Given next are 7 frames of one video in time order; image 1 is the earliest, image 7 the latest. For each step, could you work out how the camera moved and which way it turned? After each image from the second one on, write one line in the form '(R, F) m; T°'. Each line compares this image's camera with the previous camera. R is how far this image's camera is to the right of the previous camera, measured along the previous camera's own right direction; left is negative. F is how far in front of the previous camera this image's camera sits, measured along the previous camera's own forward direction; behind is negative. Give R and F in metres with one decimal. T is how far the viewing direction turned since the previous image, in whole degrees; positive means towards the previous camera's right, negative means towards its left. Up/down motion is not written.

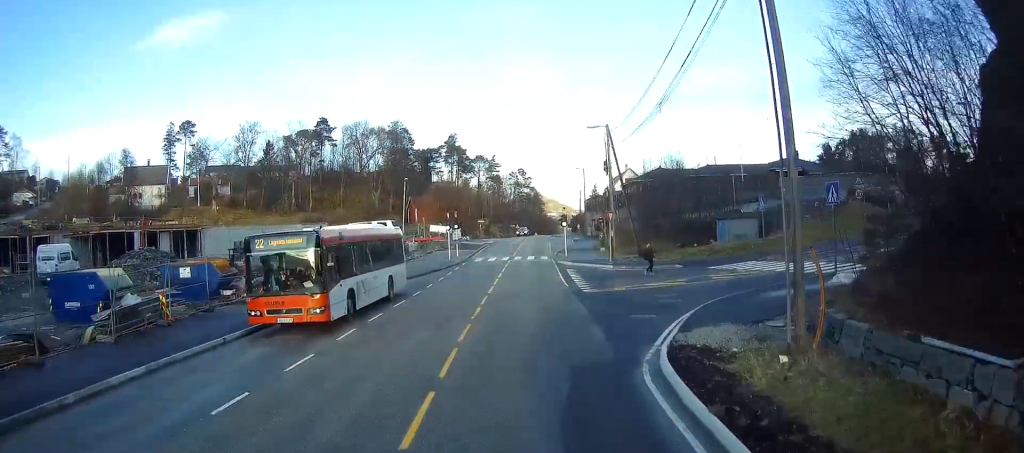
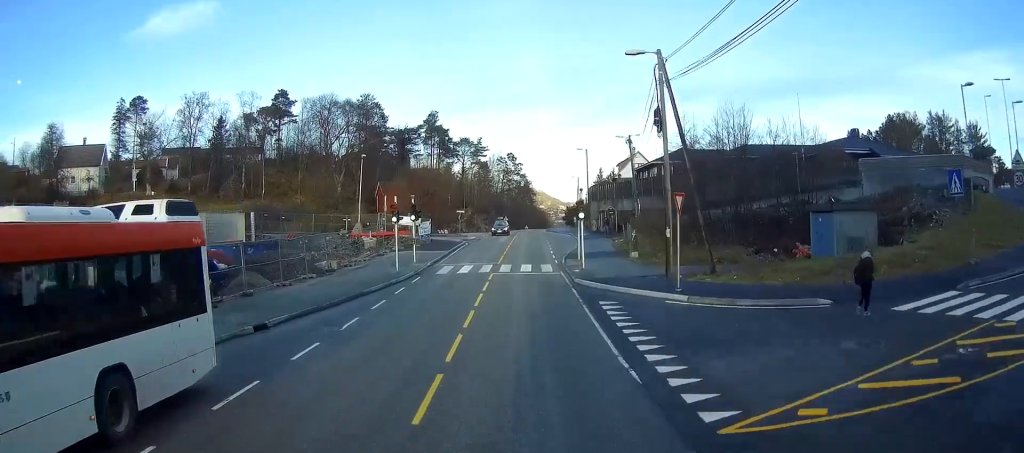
(+0.1, +19.5) m; +2°
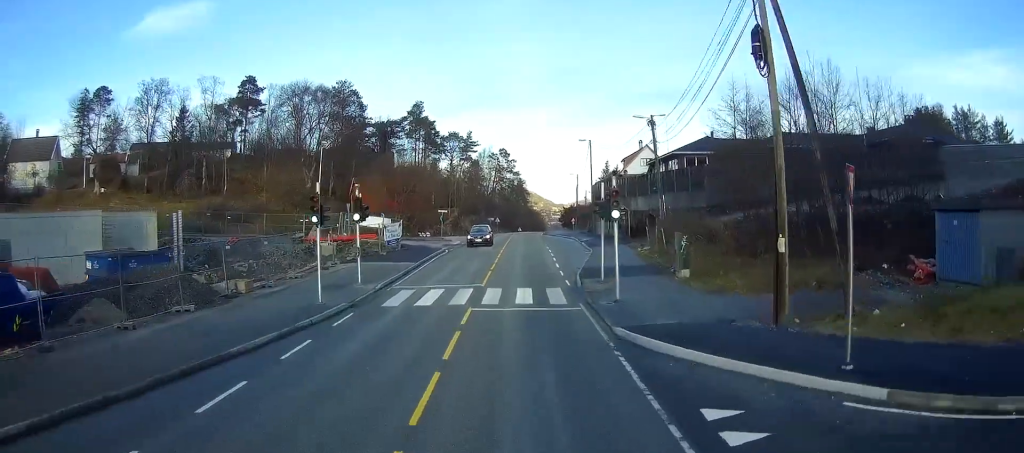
(+0.1, +12.3) m; +2°
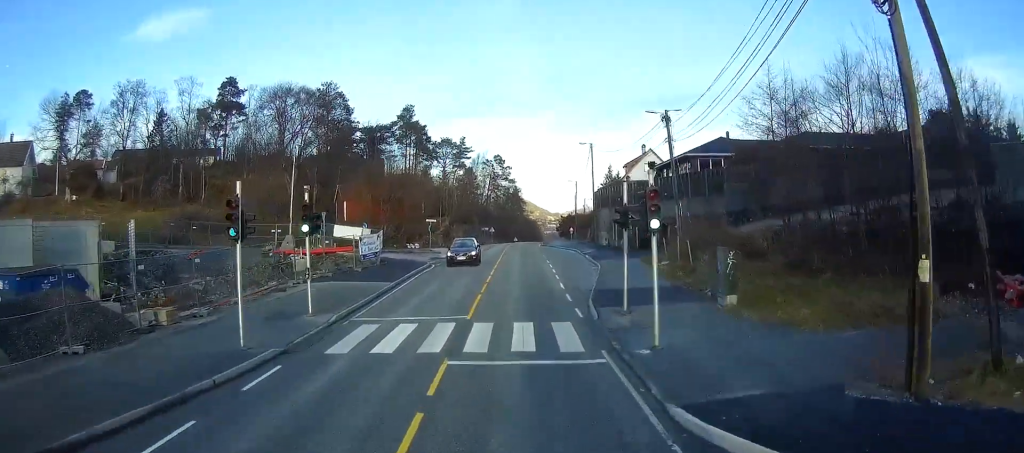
(+0.1, +5.8) m; +1°
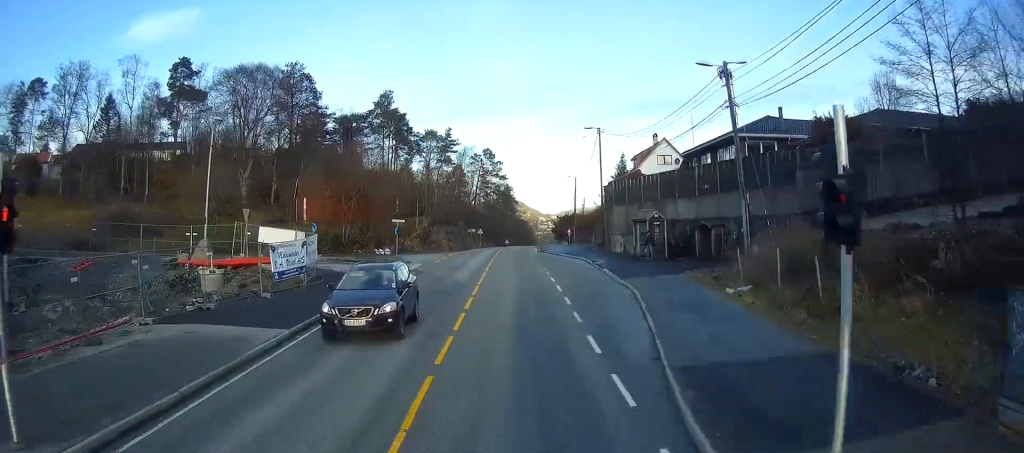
(+0.2, +12.6) m; +1°
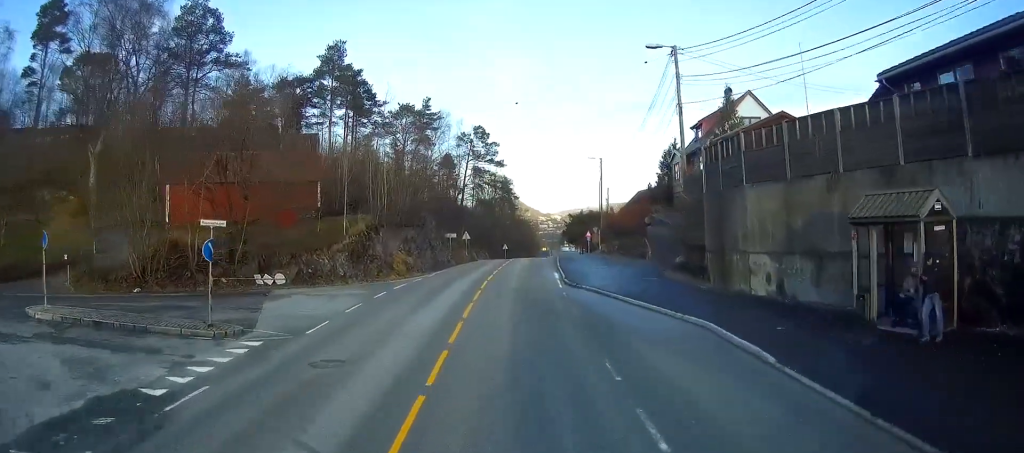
(-0.1, +28.6) m; -1°
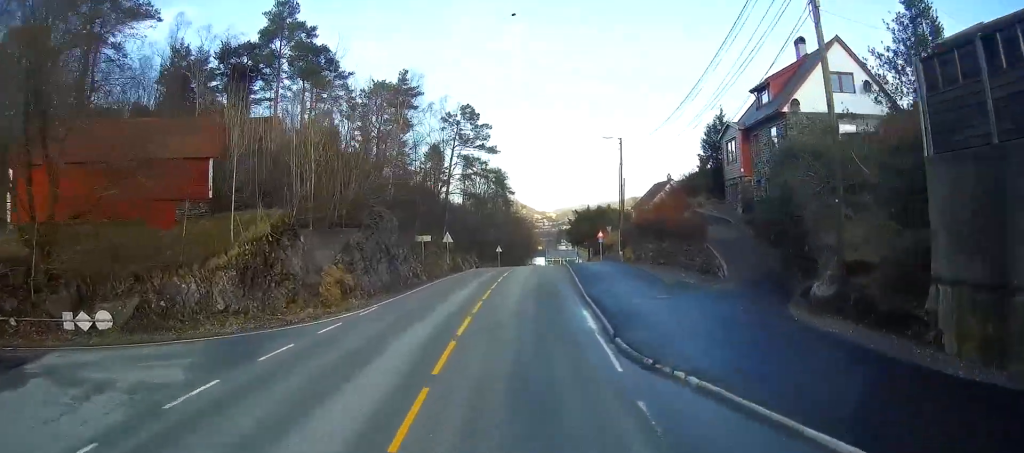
(-0.1, +15.7) m; 0°
